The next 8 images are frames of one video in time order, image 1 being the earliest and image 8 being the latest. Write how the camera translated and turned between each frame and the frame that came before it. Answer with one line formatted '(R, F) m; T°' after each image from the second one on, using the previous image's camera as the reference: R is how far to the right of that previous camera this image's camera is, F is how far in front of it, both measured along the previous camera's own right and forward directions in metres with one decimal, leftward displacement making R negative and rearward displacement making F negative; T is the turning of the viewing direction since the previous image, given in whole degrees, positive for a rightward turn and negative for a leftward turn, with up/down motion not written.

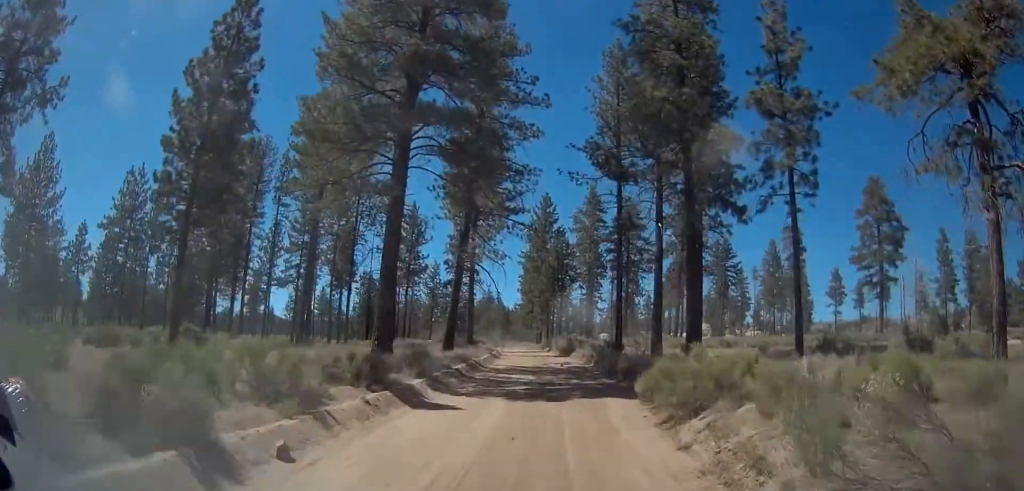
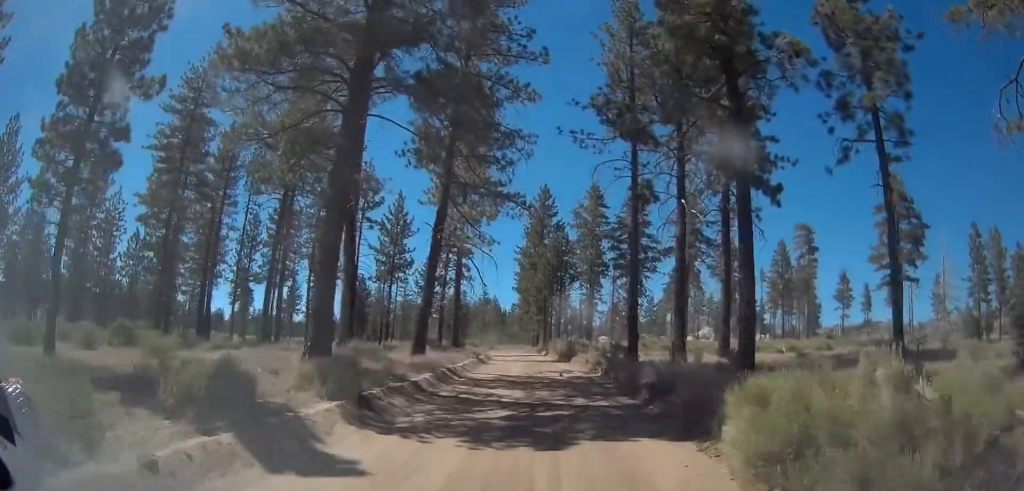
(+0.1, +7.1) m; +2°
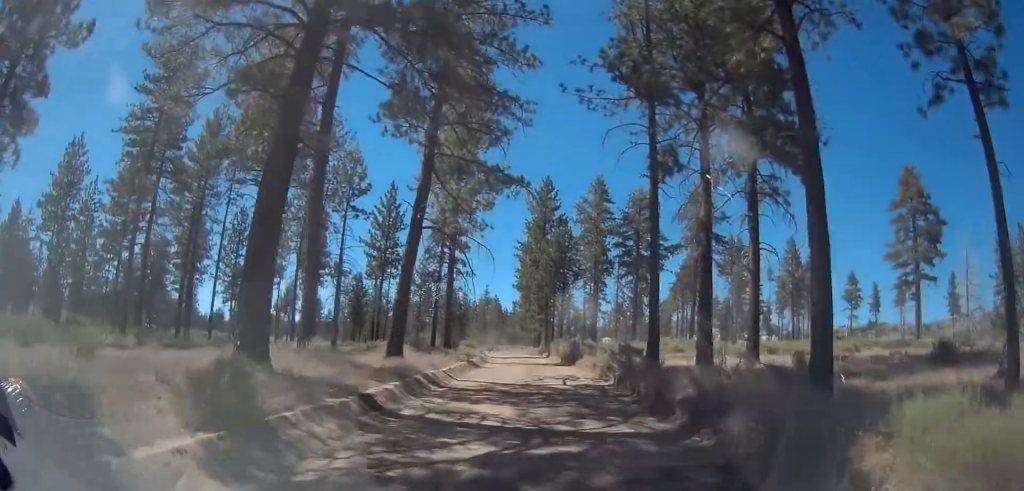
(+0.1, +4.6) m; +1°
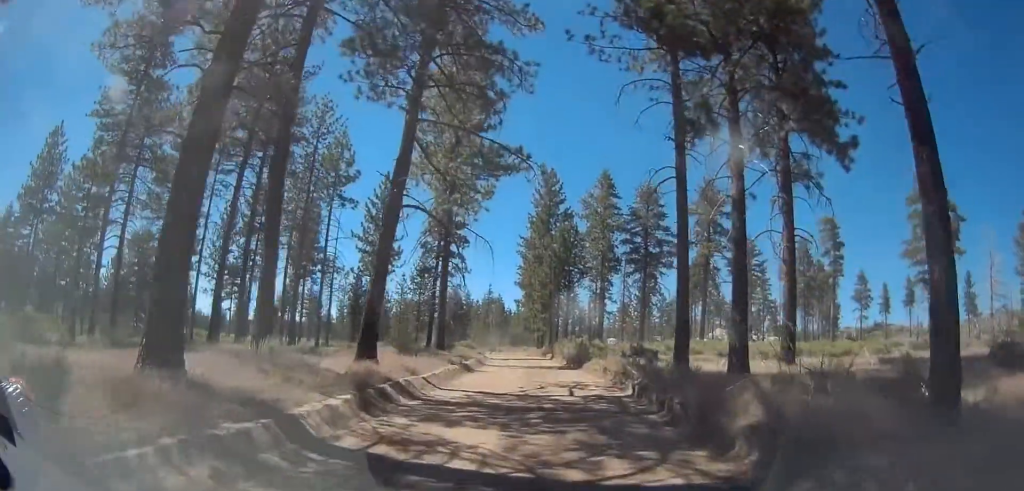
(+0.1, +4.2) m; -3°
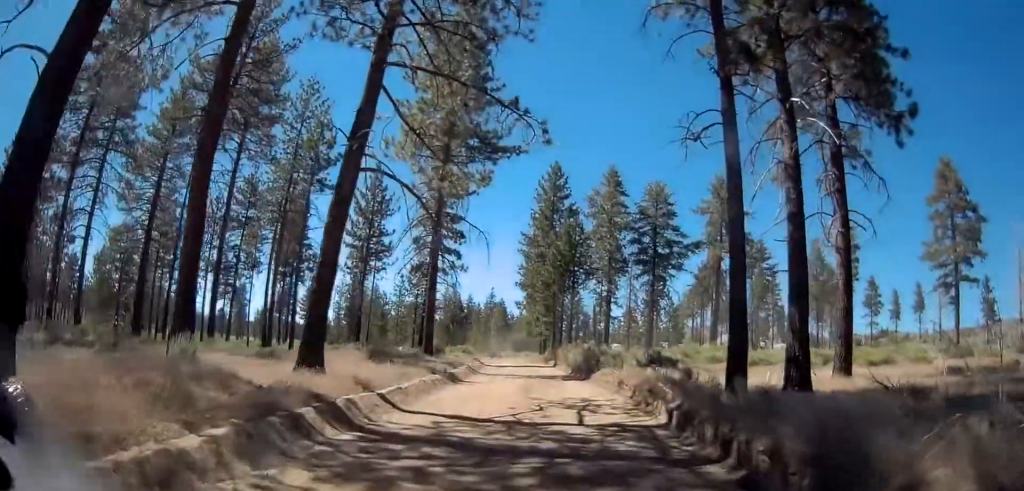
(-0.2, +5.1) m; -2°
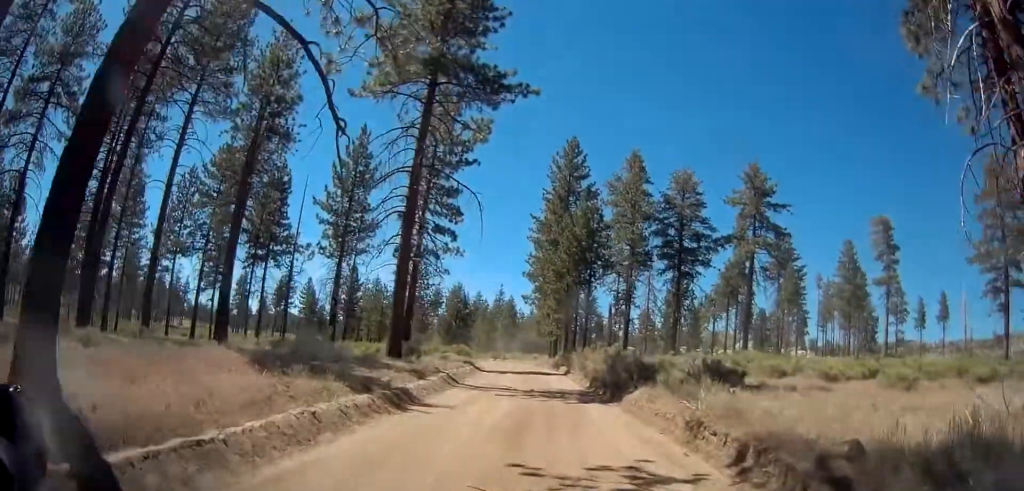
(+0.1, +10.1) m; -1°
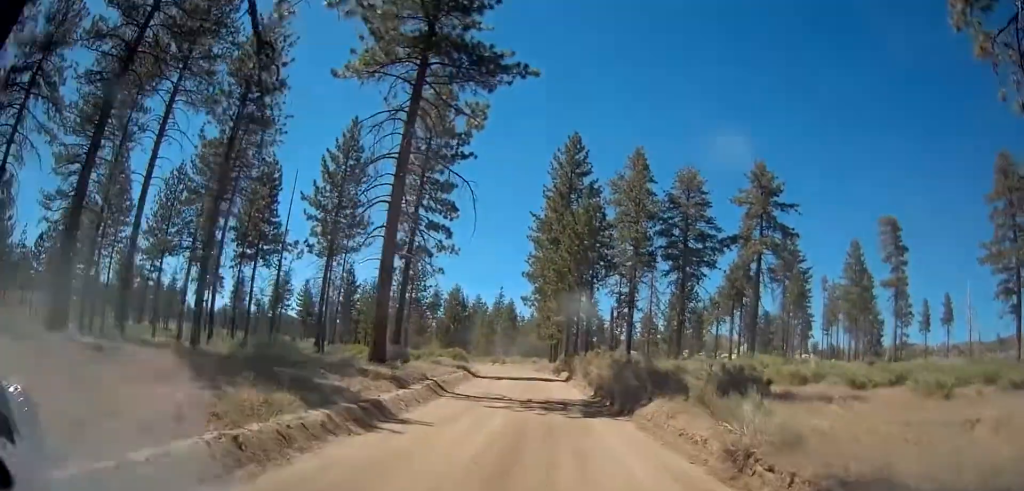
(-0.1, +2.8) m; 0°
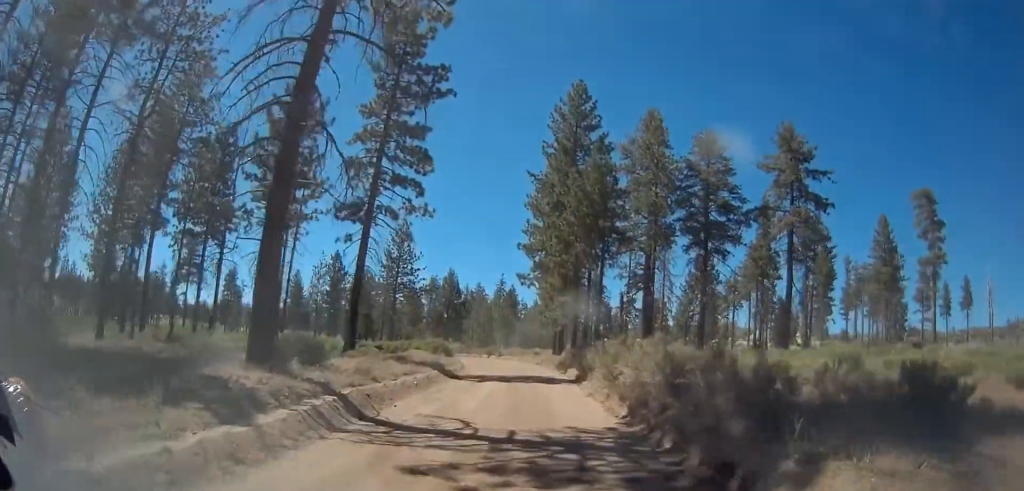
(+0.1, +10.5) m; +5°
